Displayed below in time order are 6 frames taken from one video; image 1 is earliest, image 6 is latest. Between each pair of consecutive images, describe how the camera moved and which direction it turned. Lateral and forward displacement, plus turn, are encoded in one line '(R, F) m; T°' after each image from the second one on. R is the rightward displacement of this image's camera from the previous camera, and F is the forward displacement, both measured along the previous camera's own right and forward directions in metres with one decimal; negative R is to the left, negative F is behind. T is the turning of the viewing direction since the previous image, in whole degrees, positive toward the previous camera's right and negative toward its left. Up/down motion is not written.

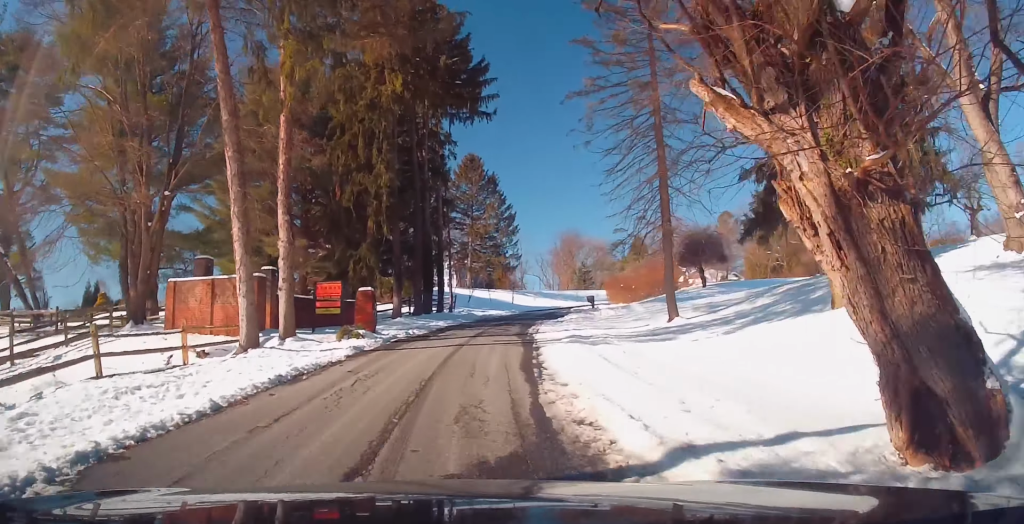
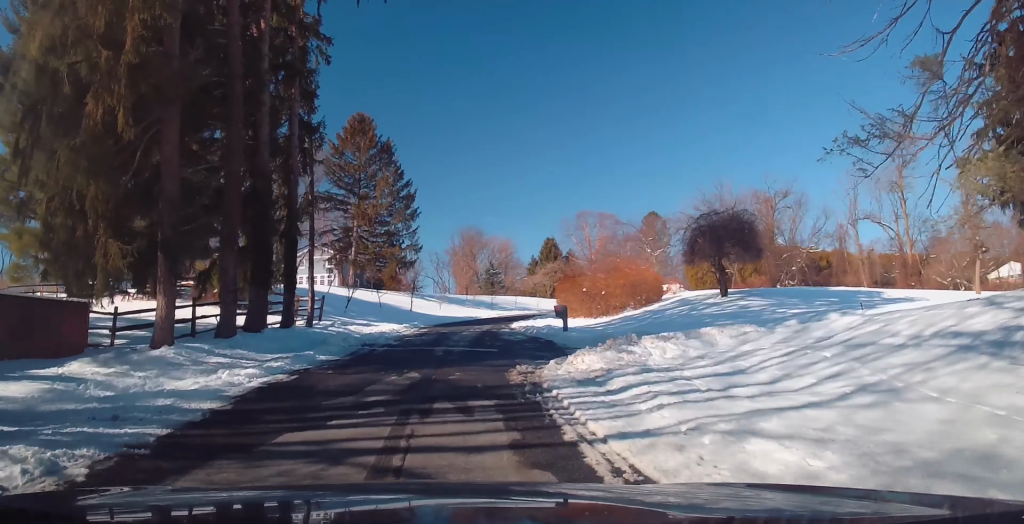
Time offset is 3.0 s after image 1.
(+2.1, +19.9) m; +6°
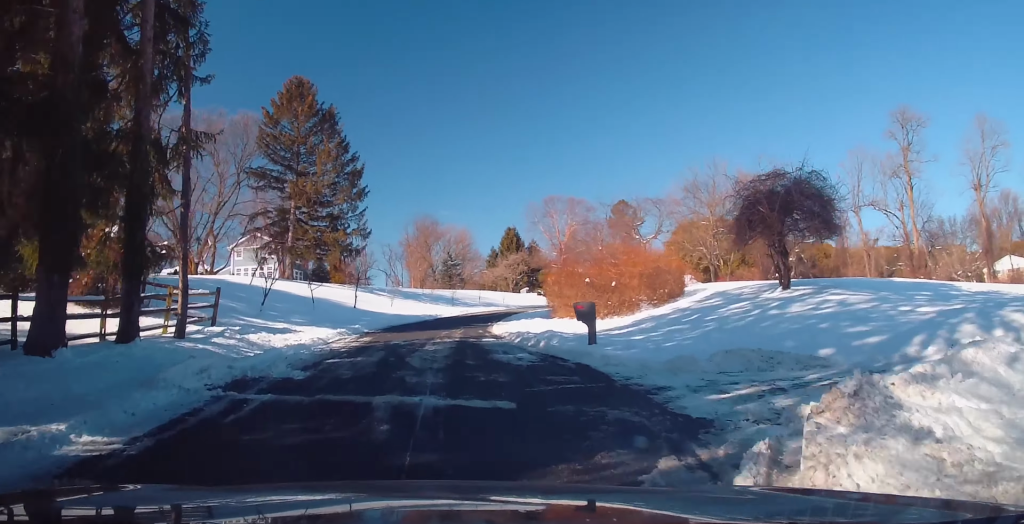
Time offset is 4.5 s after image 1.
(-0.1, +9.7) m; 0°
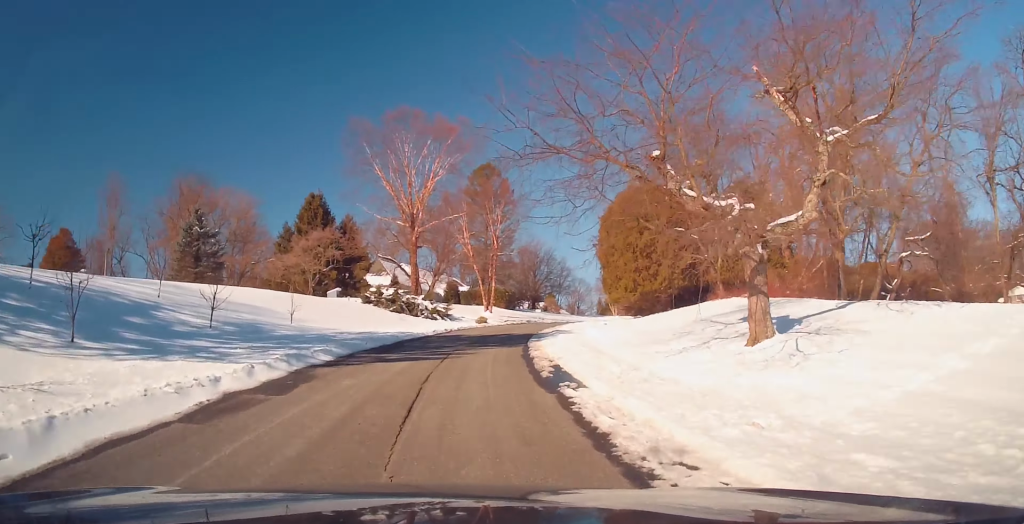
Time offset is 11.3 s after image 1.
(+6.6, +43.8) m; +19°
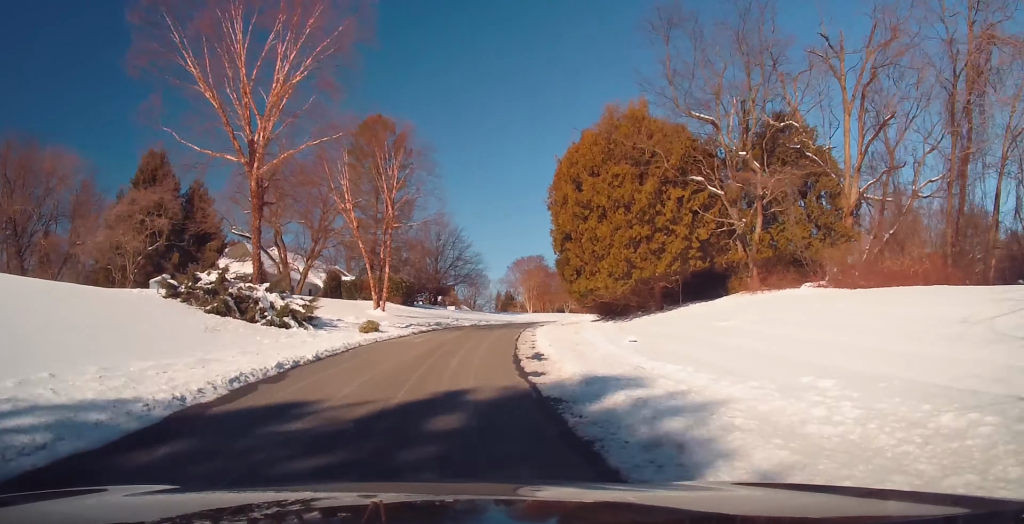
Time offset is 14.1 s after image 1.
(+1.7, +19.8) m; +11°
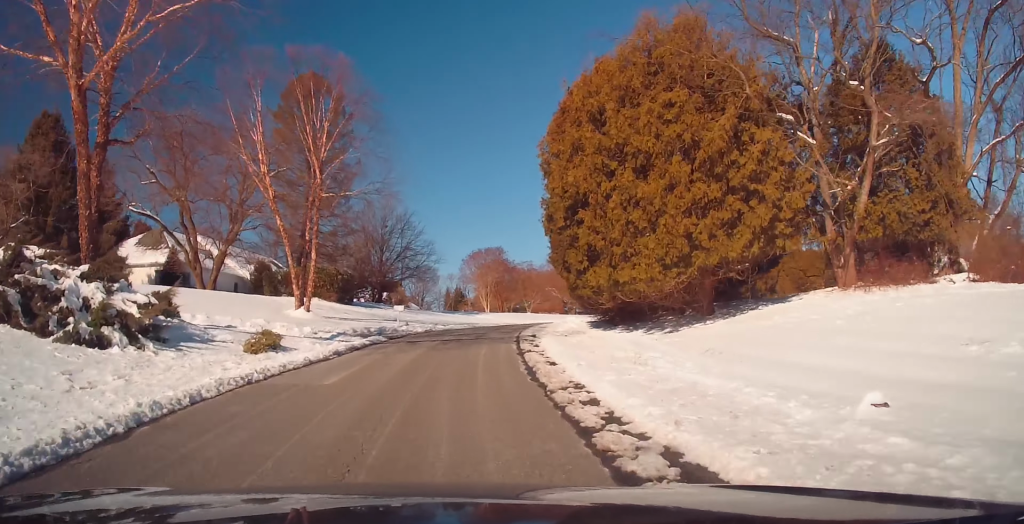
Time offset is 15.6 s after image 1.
(+0.5, +11.3) m; +7°
